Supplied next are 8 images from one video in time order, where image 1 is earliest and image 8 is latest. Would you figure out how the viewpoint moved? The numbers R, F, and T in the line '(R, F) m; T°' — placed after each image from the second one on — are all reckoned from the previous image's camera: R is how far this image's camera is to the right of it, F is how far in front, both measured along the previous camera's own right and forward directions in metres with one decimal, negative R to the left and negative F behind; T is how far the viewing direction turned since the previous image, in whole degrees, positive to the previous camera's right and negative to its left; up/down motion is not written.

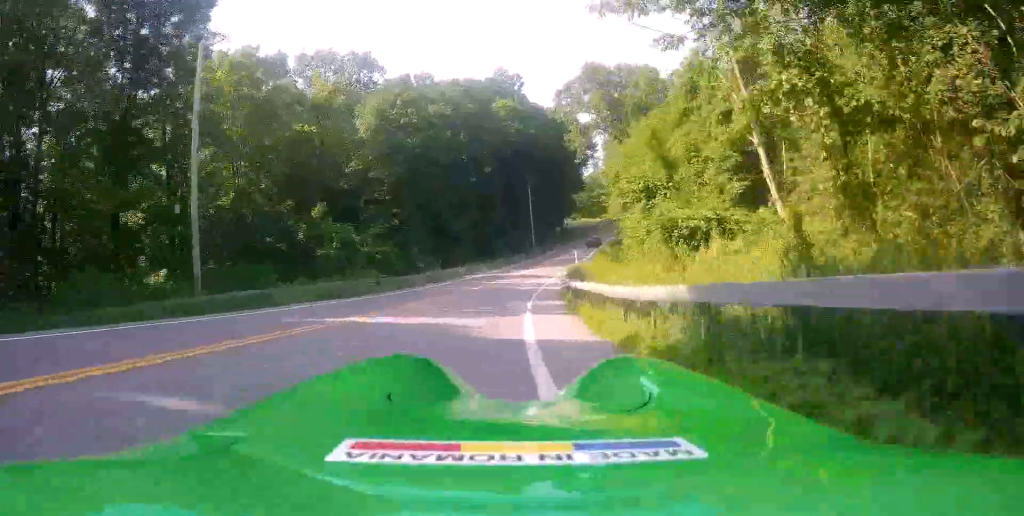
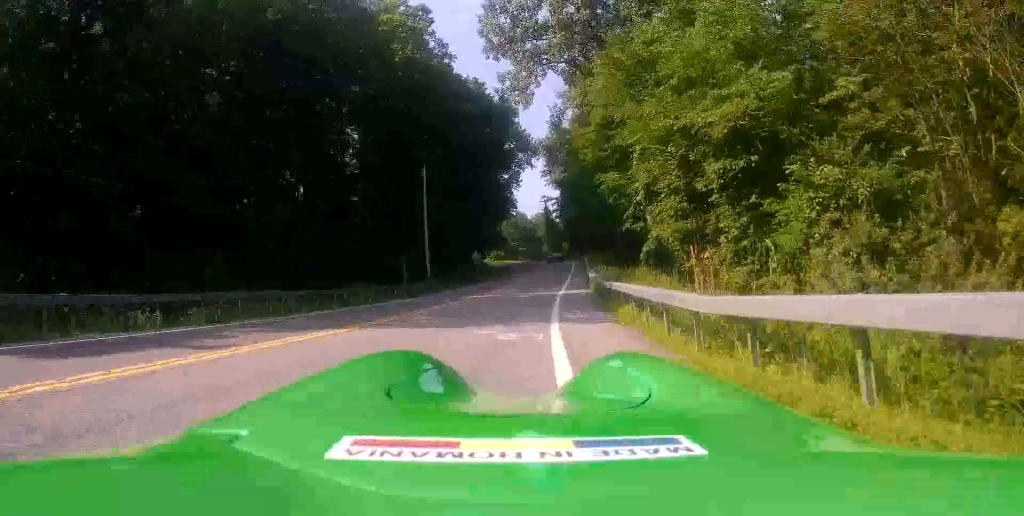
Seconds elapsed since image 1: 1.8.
(+9.5, +51.2) m; +12°
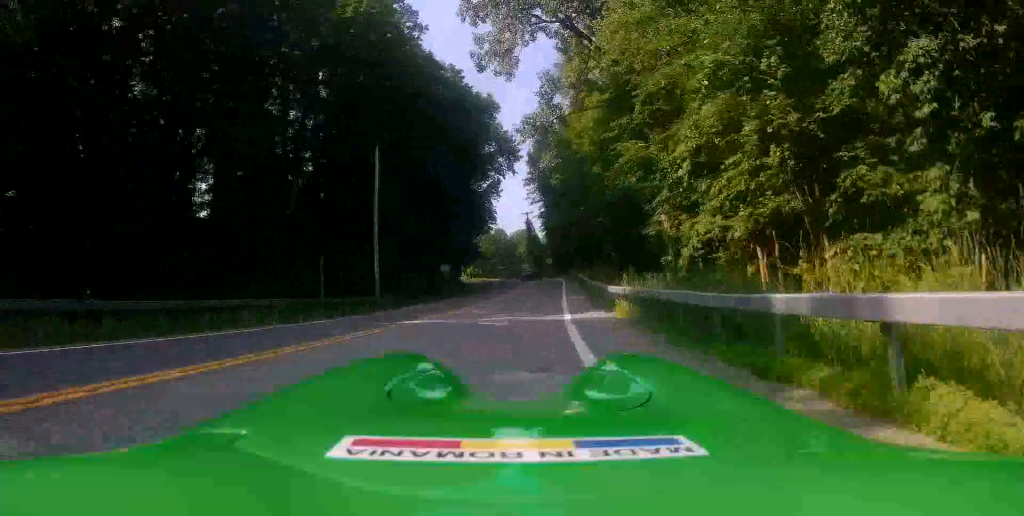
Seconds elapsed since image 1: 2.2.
(0.0, +12.5) m; 0°
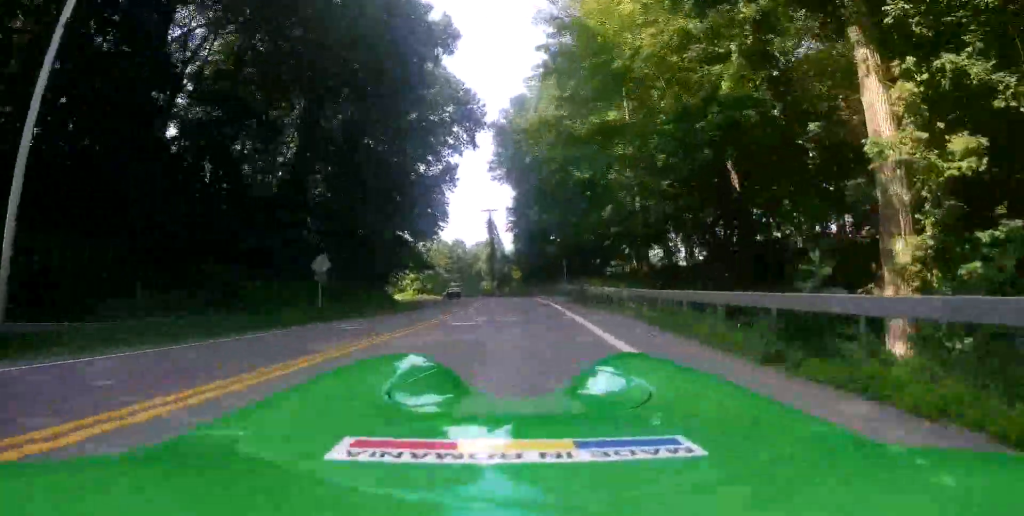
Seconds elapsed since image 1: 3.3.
(0.0, +32.7) m; -2°
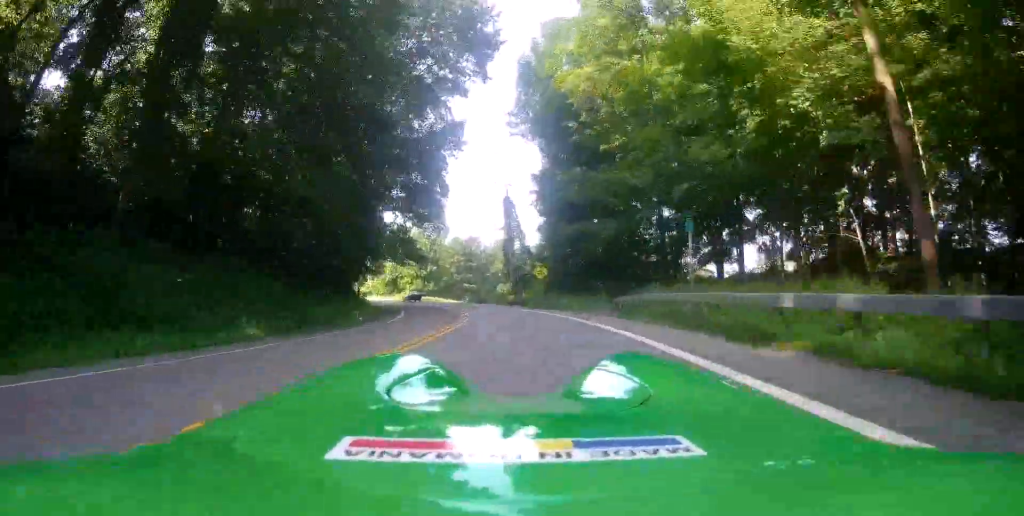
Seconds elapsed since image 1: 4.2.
(-0.5, +28.3) m; -15°
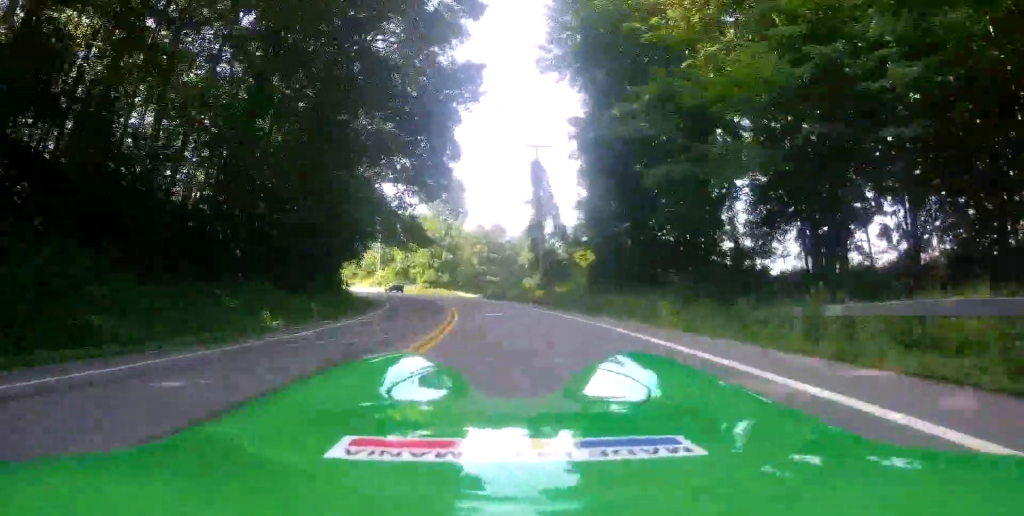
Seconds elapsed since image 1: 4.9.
(-5.4, +17.6) m; -2°
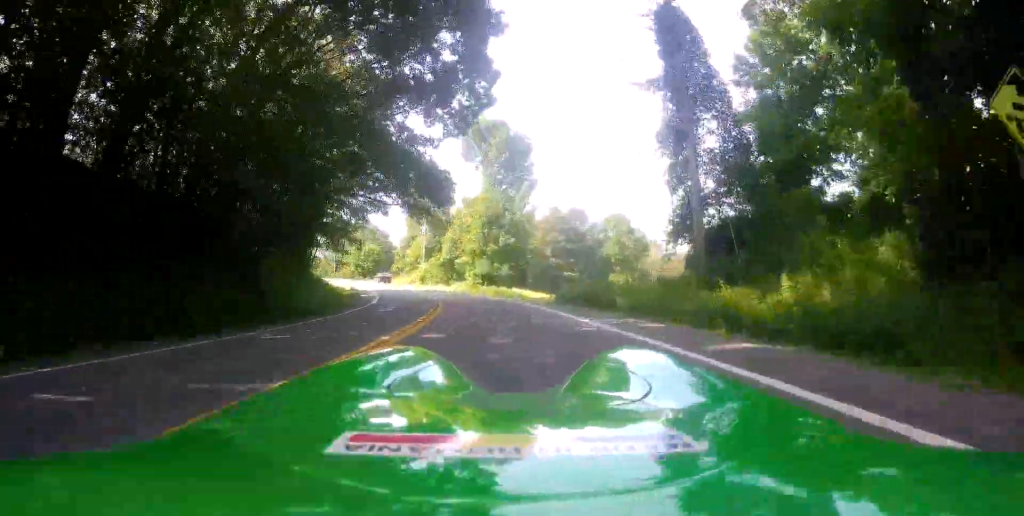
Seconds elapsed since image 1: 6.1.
(+4.5, +34.5) m; +13°
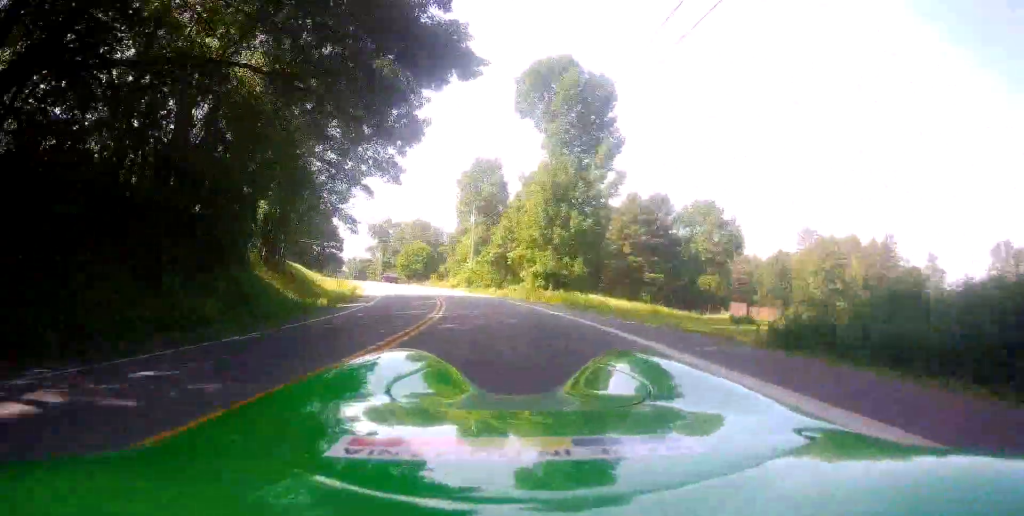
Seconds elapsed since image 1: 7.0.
(+0.4, +25.5) m; -3°
